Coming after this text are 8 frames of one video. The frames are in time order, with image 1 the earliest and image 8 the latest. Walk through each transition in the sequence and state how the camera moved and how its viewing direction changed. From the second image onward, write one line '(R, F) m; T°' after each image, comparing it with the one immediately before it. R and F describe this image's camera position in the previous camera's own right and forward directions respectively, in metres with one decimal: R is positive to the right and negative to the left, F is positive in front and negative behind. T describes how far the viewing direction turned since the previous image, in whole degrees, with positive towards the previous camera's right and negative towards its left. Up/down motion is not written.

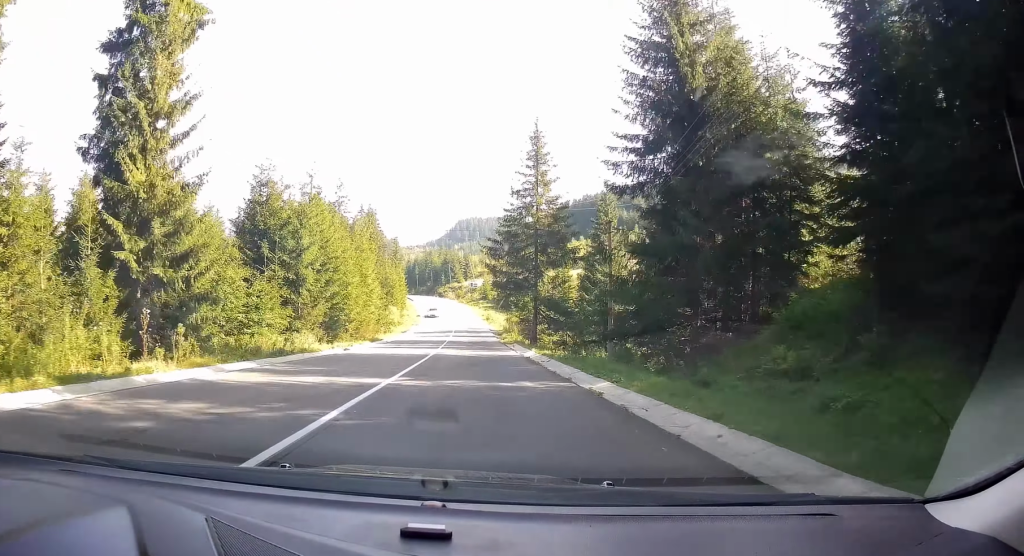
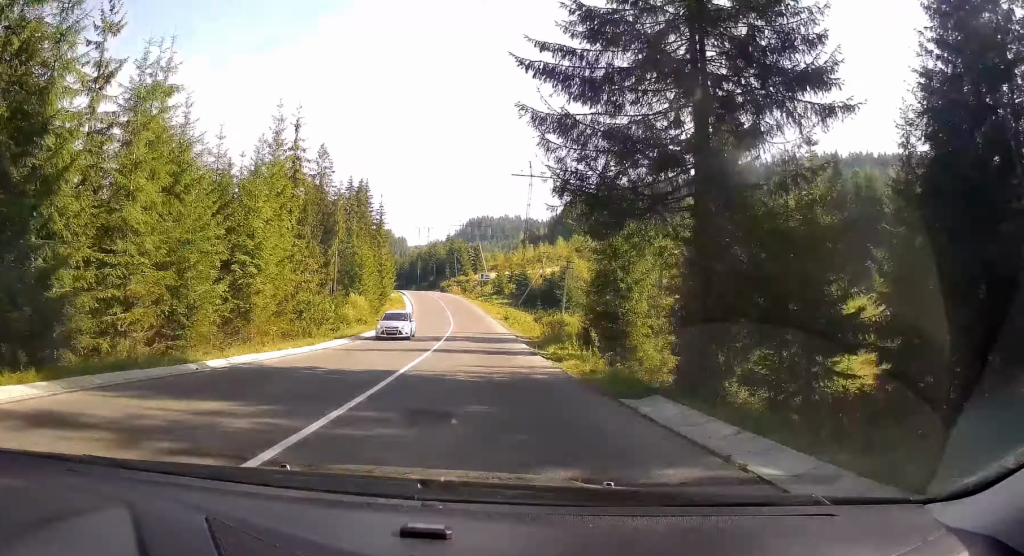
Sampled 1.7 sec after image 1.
(+1.5, +34.2) m; +2°
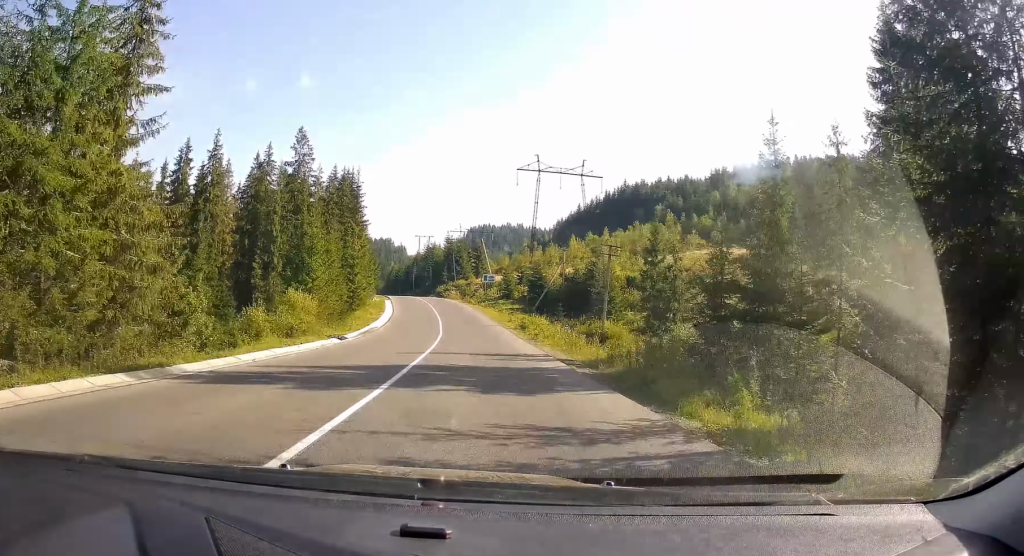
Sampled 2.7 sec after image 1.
(-0.6, +20.2) m; -1°
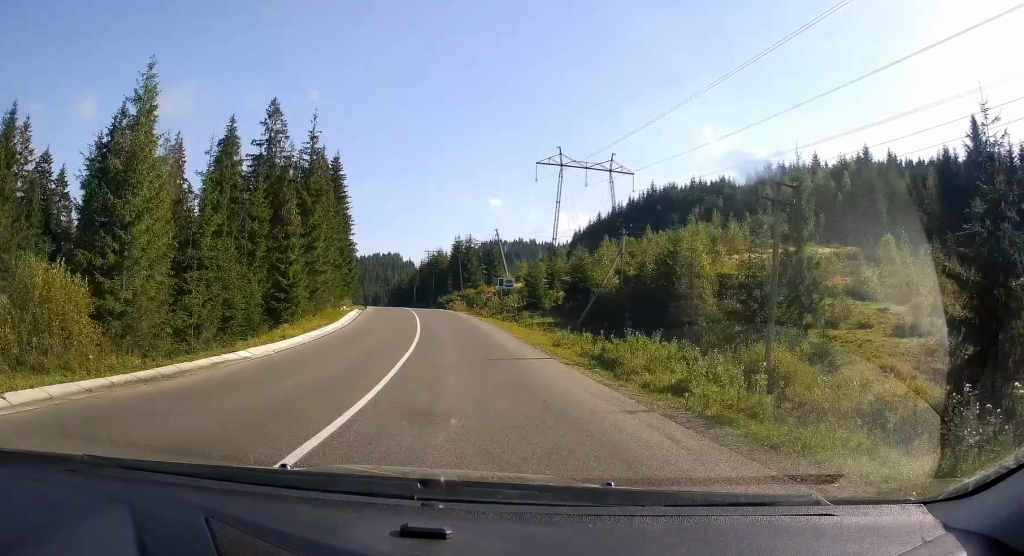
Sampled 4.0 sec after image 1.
(+0.3, +24.7) m; 0°
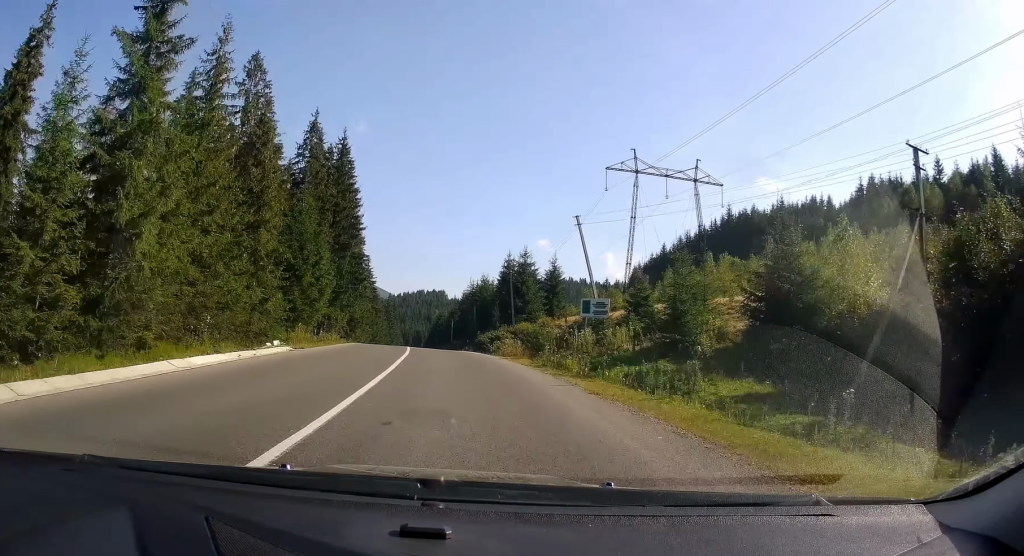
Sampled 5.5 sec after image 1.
(-0.2, +31.5) m; -2°
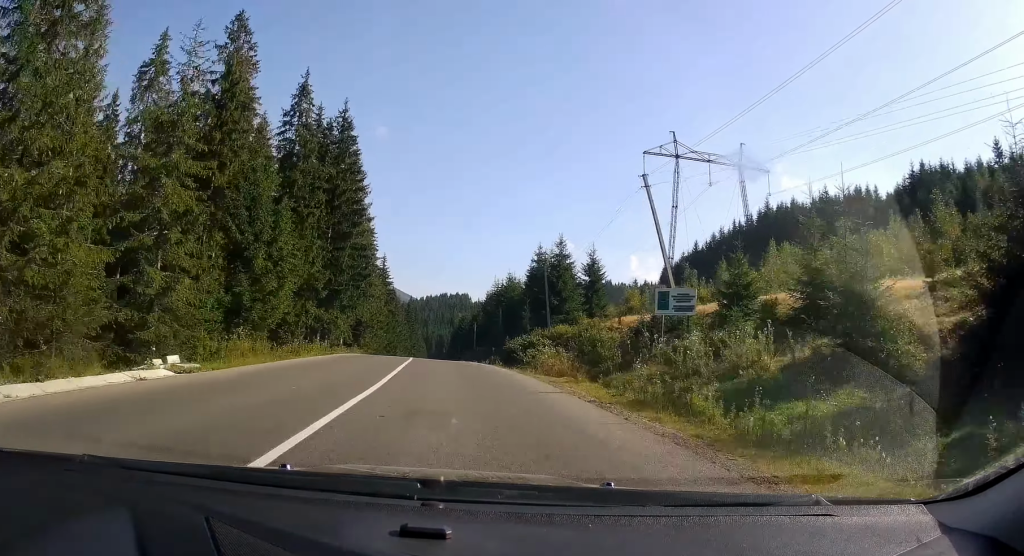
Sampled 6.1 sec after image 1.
(-0.4, +13.4) m; -2°
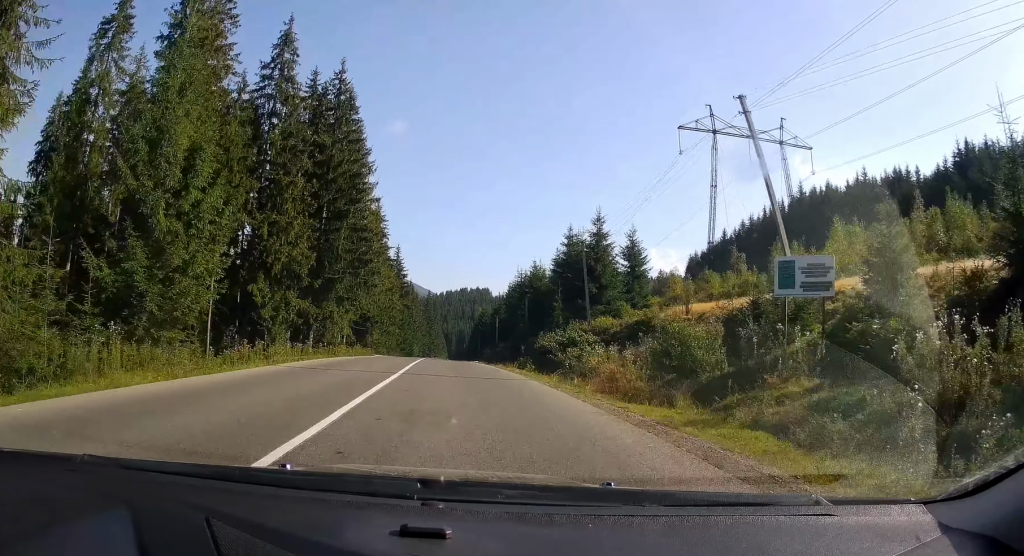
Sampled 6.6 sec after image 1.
(-0.1, +10.7) m; -2°
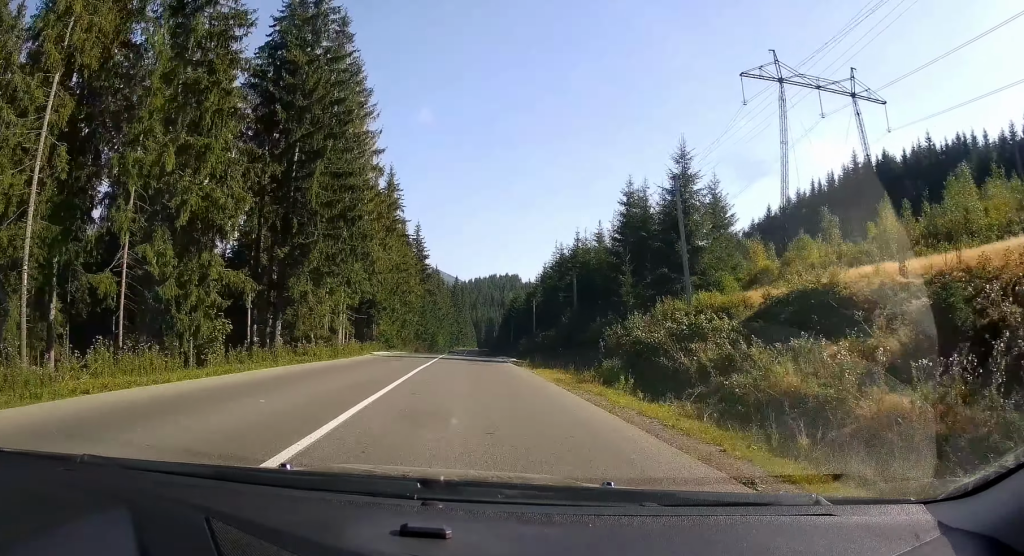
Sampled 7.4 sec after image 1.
(-0.2, +17.1) m; -3°
